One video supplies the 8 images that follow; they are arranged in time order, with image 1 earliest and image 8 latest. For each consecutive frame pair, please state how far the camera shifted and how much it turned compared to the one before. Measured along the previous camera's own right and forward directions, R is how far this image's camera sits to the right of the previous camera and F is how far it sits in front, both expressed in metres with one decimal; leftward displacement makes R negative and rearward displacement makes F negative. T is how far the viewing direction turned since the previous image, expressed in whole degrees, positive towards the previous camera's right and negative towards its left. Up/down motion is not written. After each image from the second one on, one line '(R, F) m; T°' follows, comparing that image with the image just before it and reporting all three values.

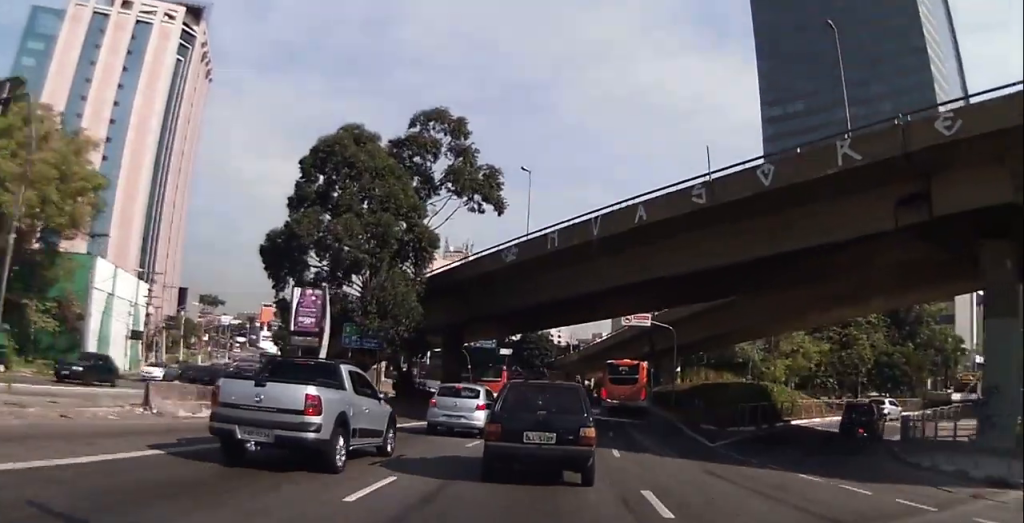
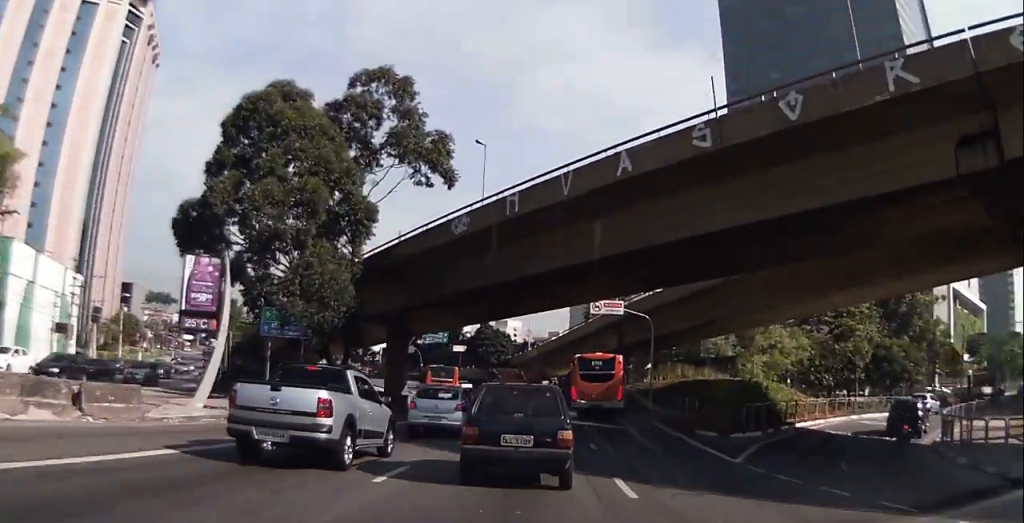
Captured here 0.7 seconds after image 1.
(-0.5, +6.1) m; +3°
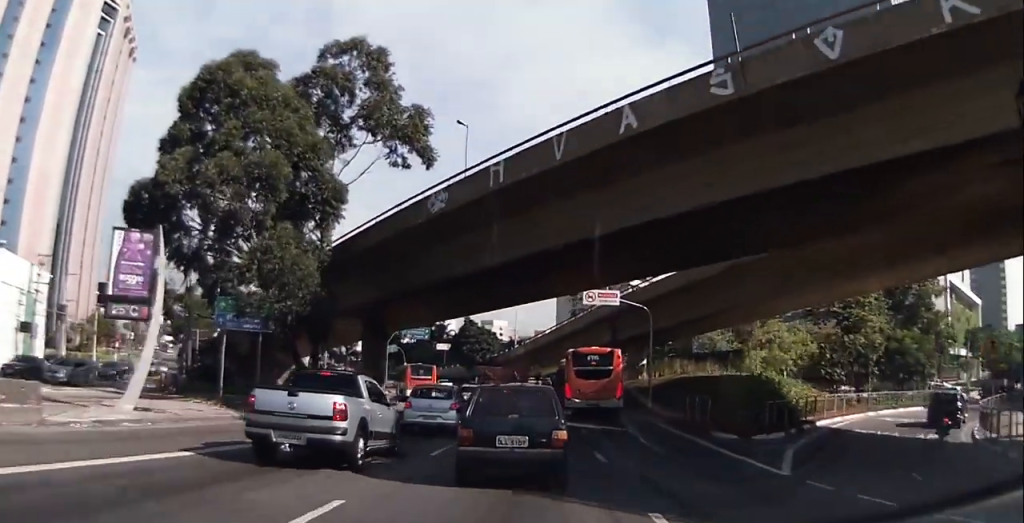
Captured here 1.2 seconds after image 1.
(+0.4, +3.5) m; +2°
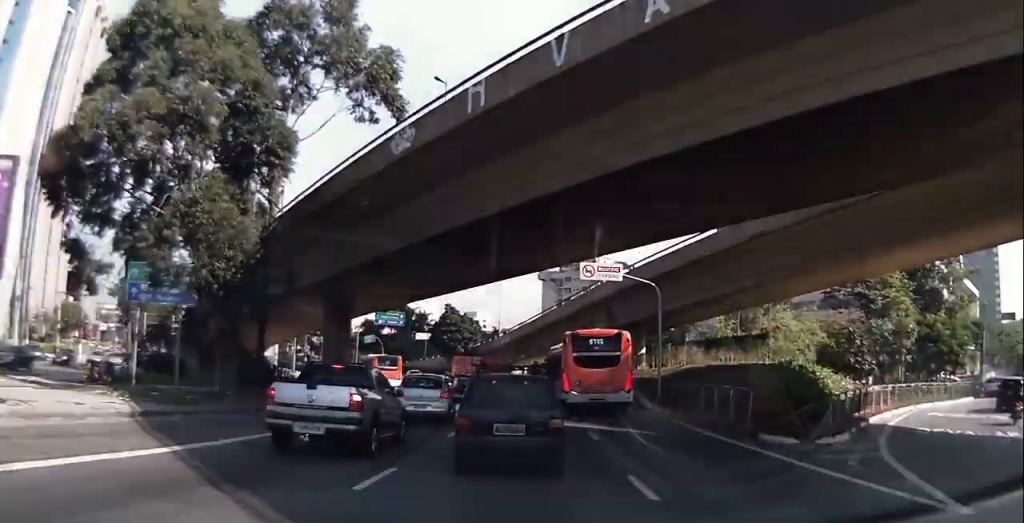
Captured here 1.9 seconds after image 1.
(+0.5, +5.6) m; +2°
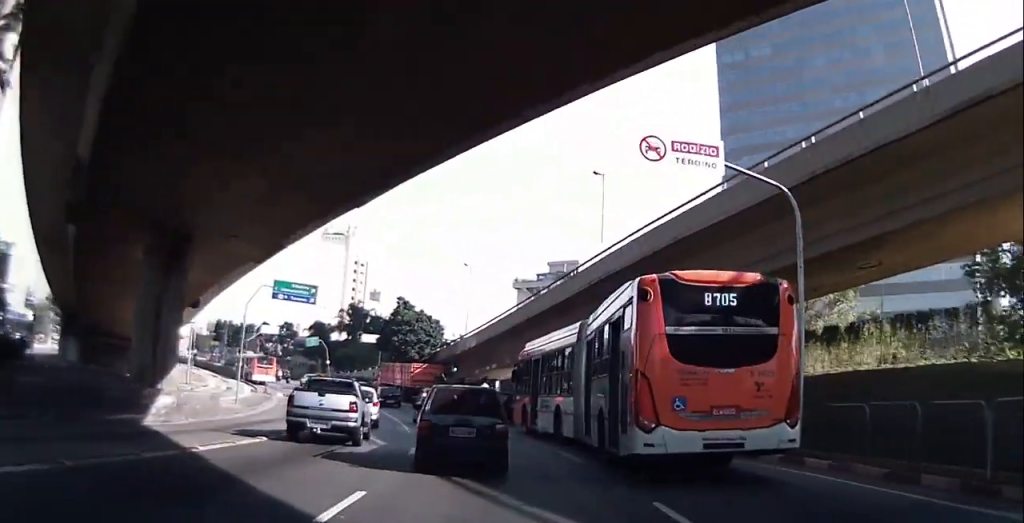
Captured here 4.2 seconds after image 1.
(-1.1, +18.3) m; -4°
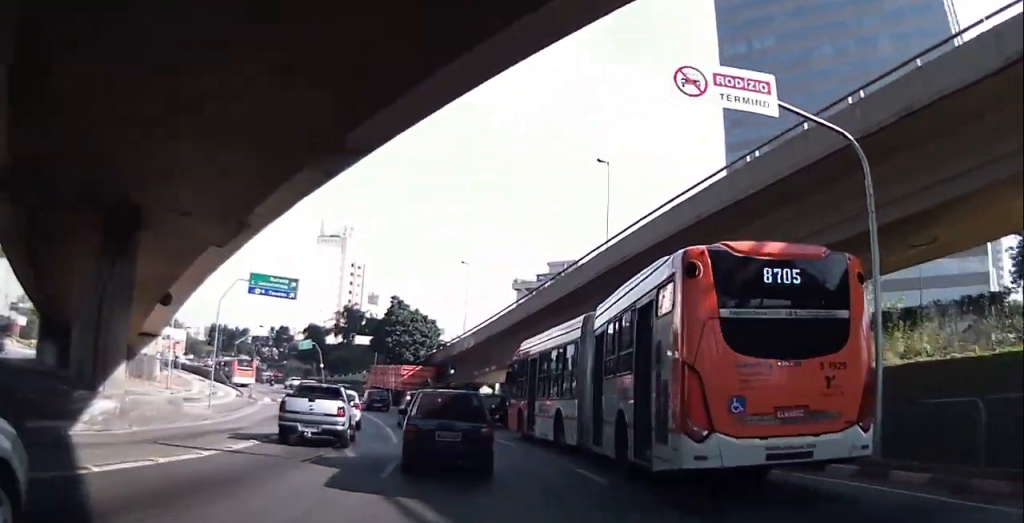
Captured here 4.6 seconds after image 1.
(0.0, +3.3) m; 0°
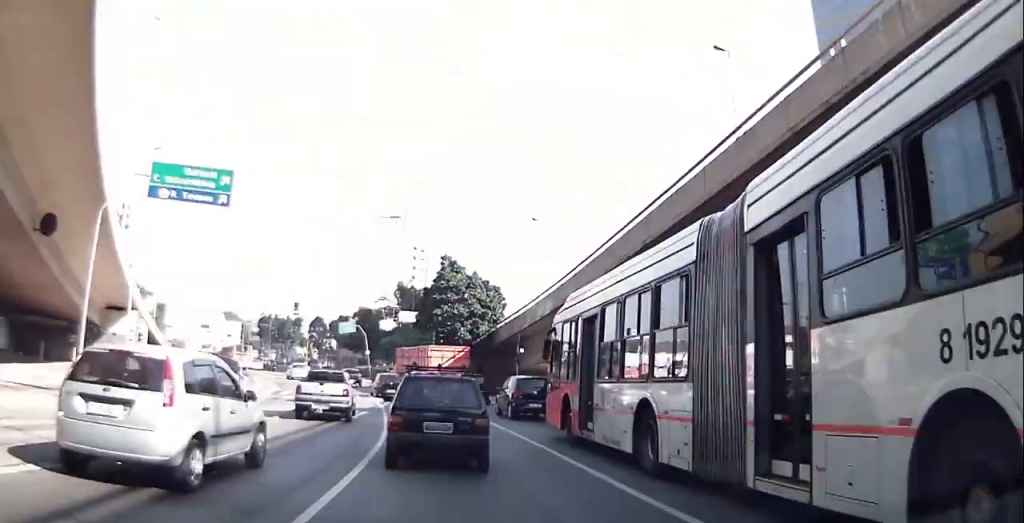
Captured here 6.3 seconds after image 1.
(-0.7, +14.3) m; -6°
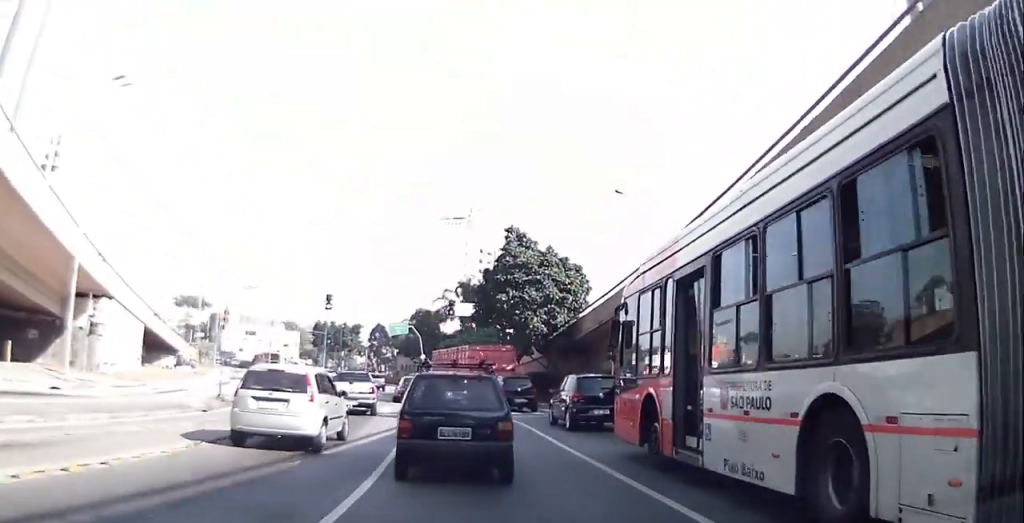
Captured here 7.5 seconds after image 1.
(-0.3, +10.3) m; -4°
